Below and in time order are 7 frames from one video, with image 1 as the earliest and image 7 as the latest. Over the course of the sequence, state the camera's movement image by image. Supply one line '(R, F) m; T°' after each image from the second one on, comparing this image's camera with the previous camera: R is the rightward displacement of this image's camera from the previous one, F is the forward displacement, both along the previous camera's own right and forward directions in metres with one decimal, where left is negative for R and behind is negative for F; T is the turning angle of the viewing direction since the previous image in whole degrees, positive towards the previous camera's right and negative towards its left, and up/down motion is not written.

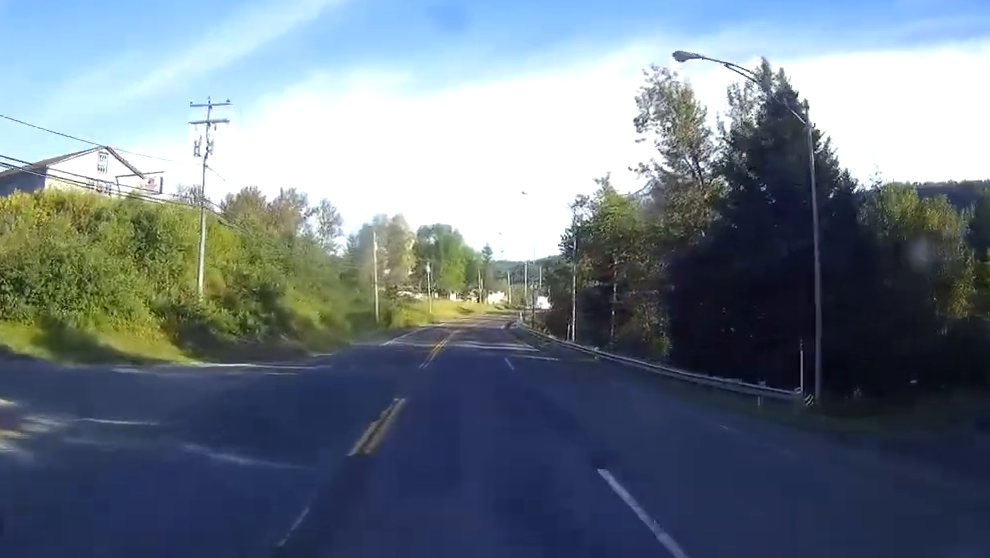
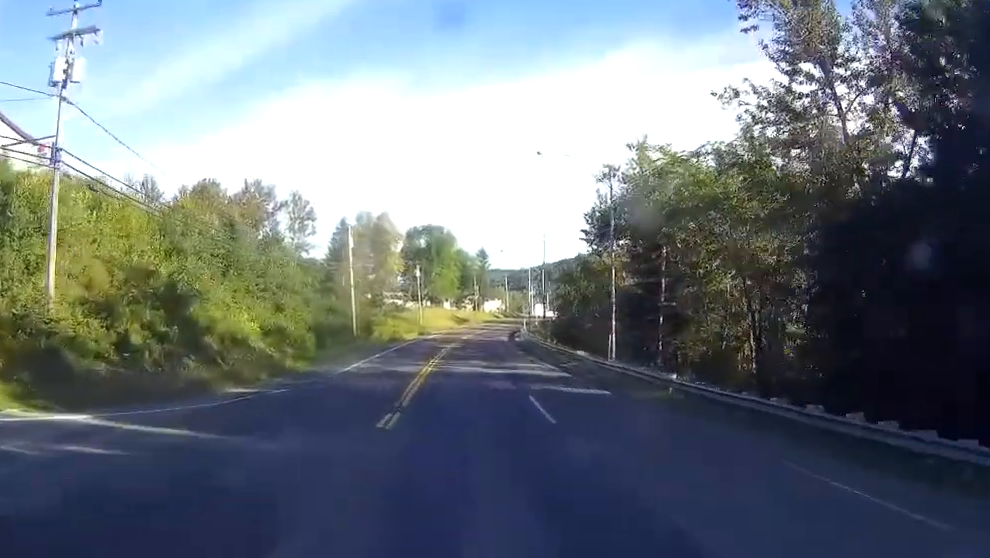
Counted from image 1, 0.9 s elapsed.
(0.0, +17.0) m; 0°
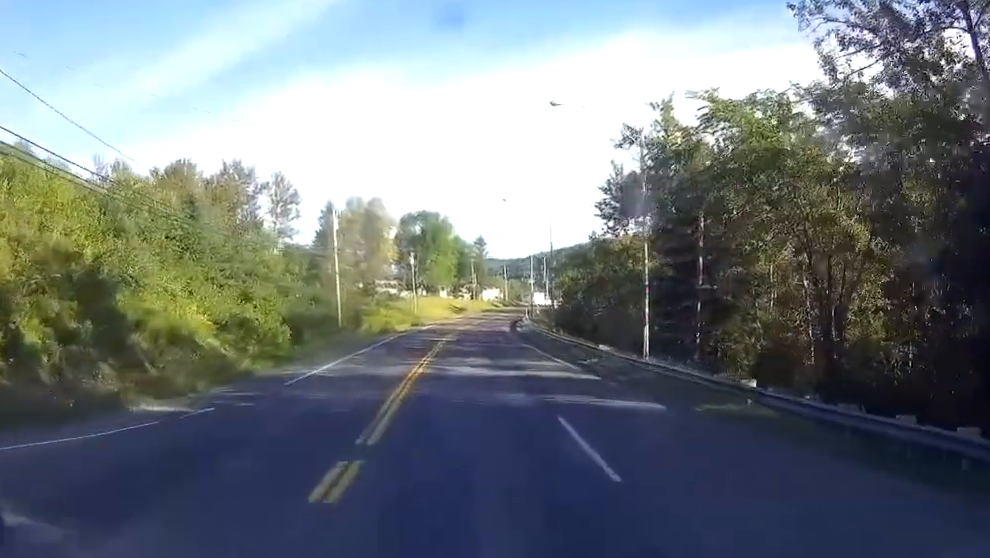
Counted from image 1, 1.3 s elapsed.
(0.0, +8.2) m; 0°
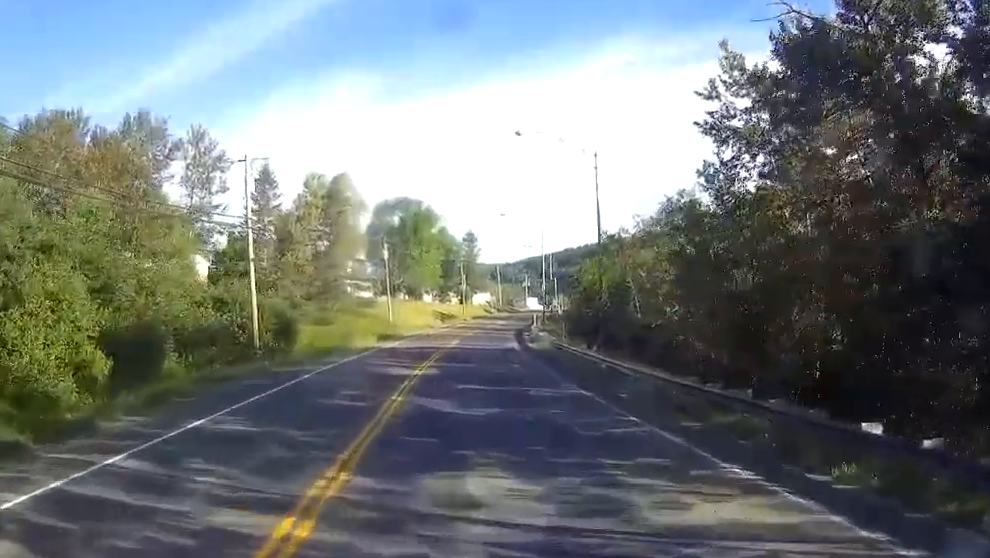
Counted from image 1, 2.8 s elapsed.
(+0.2, +27.0) m; +1°
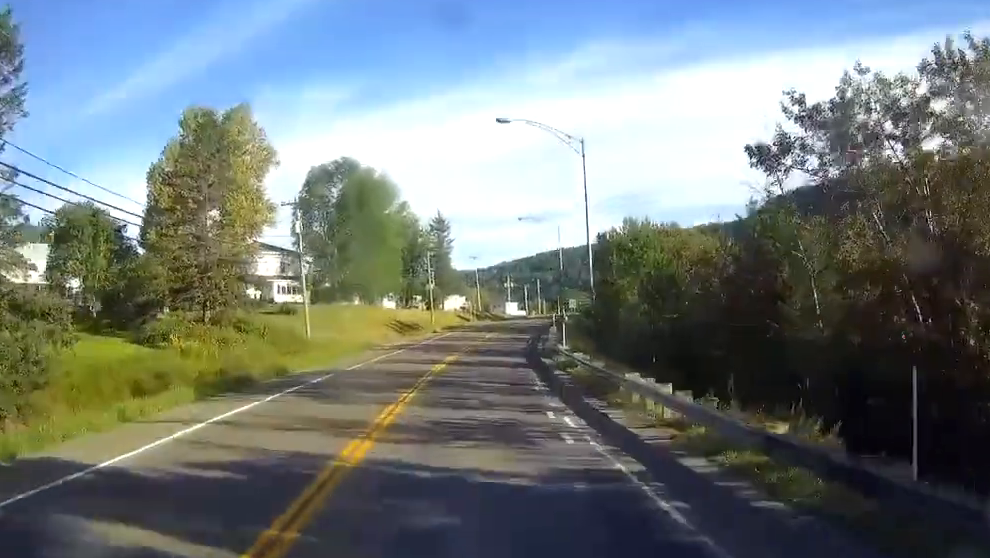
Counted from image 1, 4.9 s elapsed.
(+0.9, +39.8) m; +3°
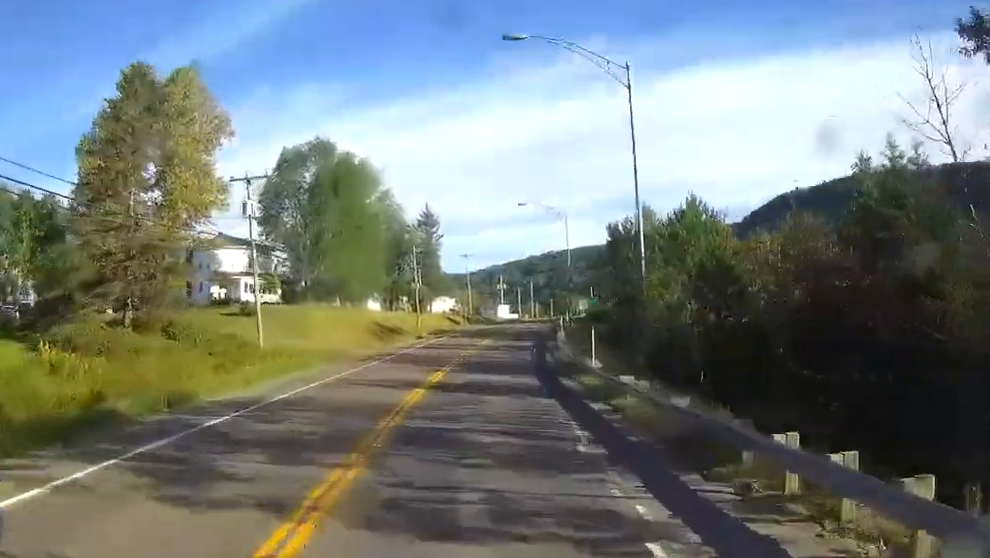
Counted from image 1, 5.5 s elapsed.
(+0.2, +12.1) m; +1°
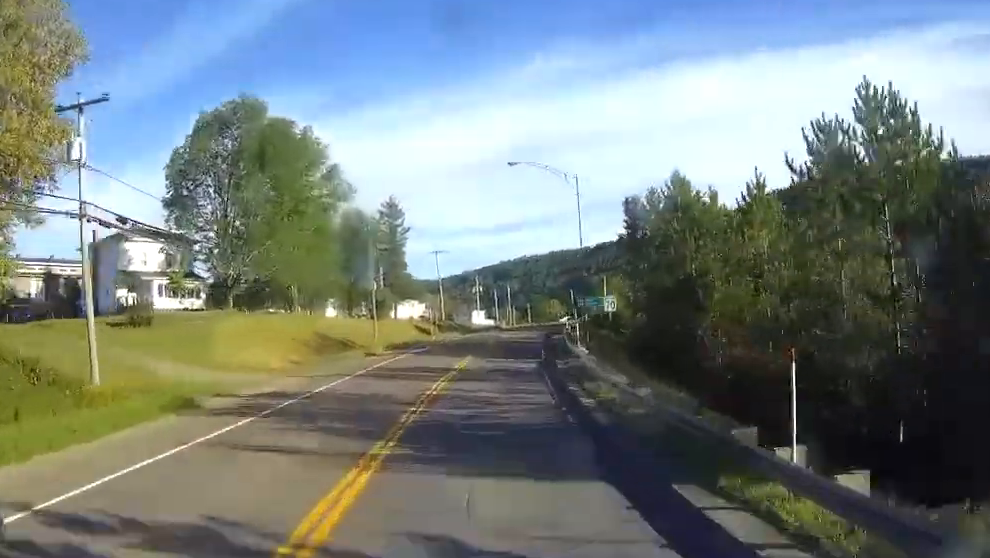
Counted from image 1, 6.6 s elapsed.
(0.0, +20.3) m; 0°
